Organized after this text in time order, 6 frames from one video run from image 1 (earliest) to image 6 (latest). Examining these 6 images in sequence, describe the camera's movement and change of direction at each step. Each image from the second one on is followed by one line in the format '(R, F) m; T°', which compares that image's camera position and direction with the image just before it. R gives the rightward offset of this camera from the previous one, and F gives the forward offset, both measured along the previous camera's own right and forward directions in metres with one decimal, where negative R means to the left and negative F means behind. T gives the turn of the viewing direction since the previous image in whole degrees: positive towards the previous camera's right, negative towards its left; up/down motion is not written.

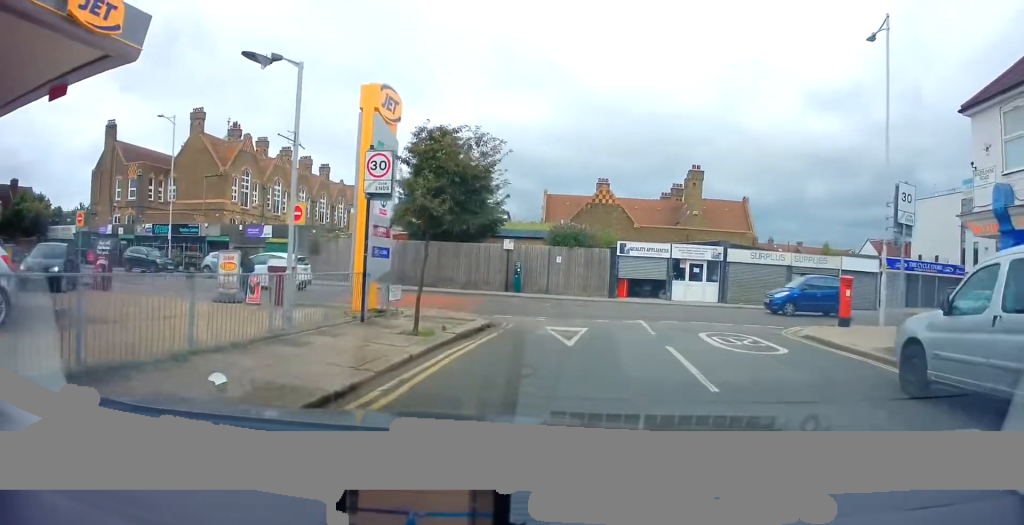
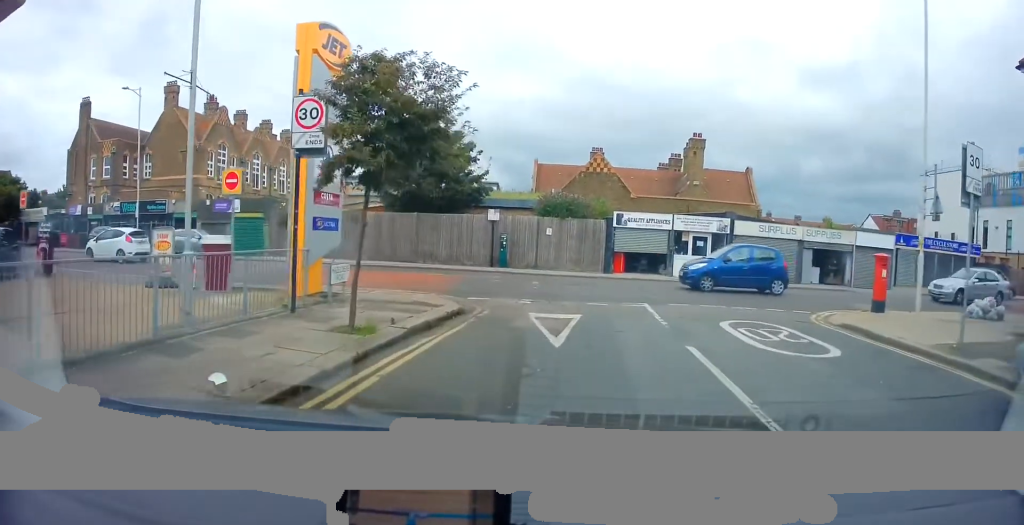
(0.0, +2.7) m; 0°
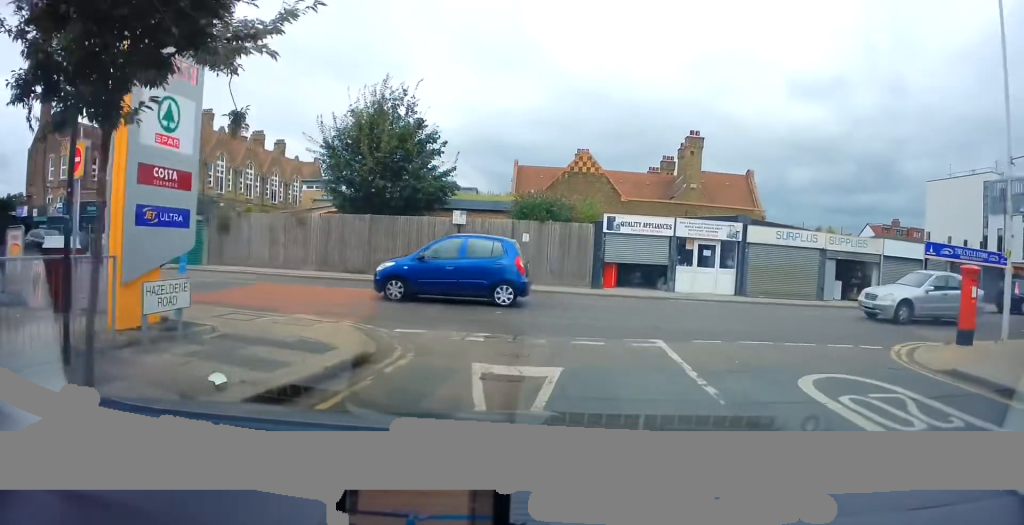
(0.0, +4.5) m; 0°
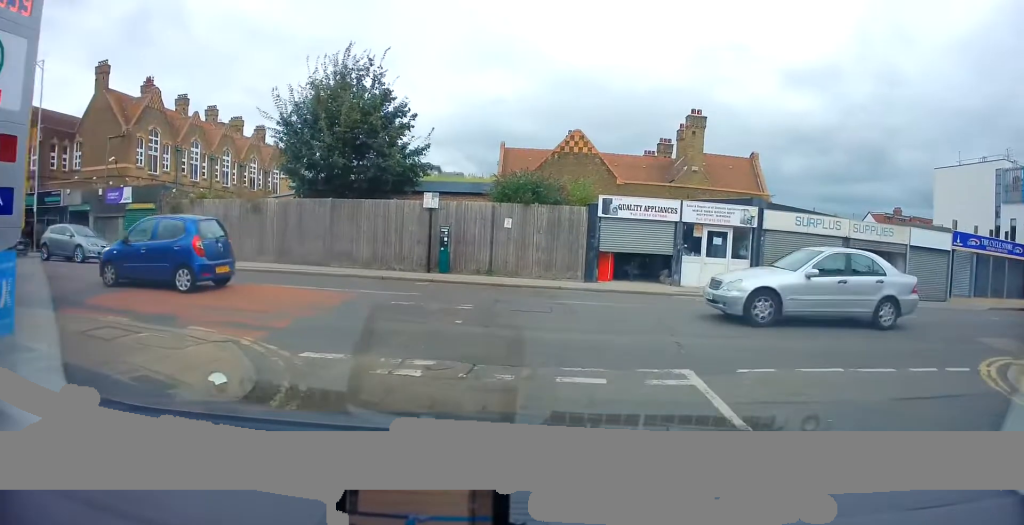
(0.0, +2.9) m; +5°
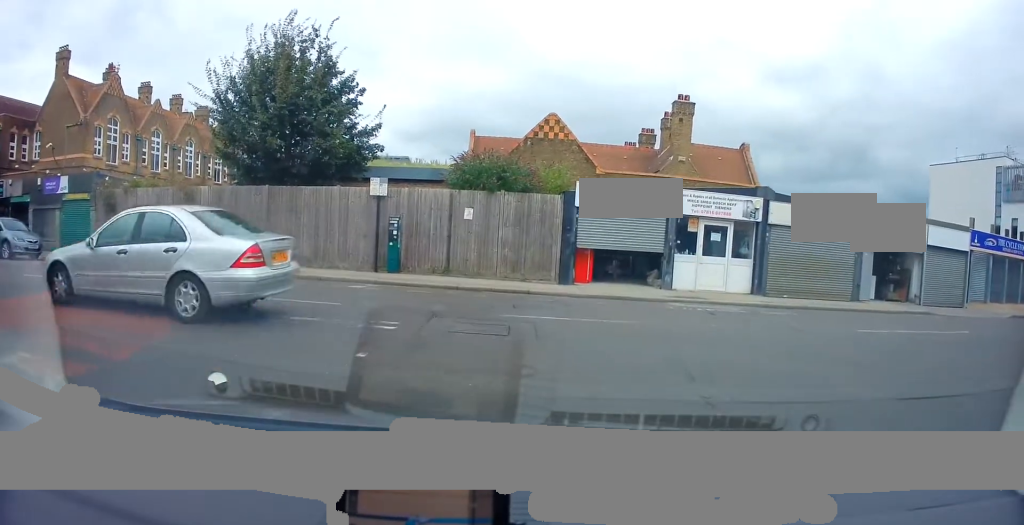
(+0.4, +2.3) m; 0°
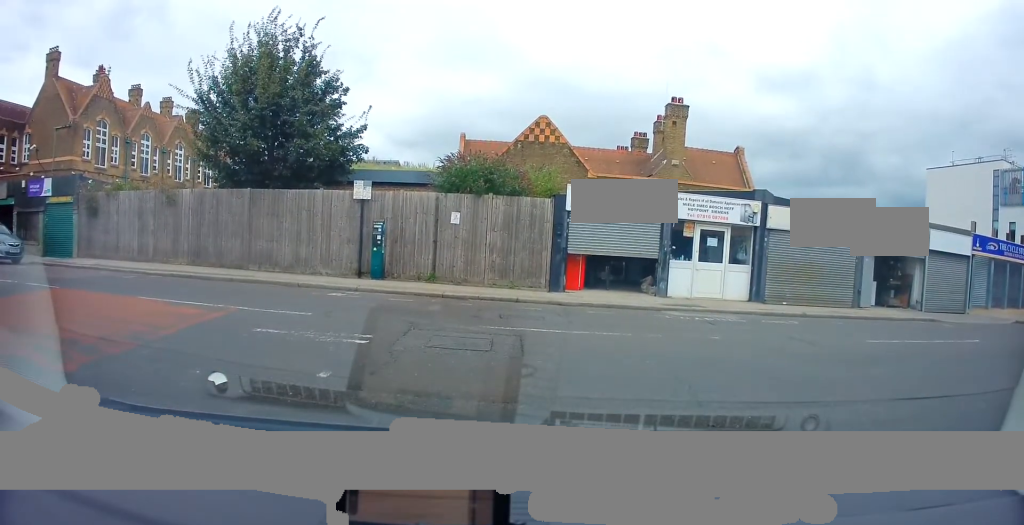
(+0.1, +0.4) m; 0°
